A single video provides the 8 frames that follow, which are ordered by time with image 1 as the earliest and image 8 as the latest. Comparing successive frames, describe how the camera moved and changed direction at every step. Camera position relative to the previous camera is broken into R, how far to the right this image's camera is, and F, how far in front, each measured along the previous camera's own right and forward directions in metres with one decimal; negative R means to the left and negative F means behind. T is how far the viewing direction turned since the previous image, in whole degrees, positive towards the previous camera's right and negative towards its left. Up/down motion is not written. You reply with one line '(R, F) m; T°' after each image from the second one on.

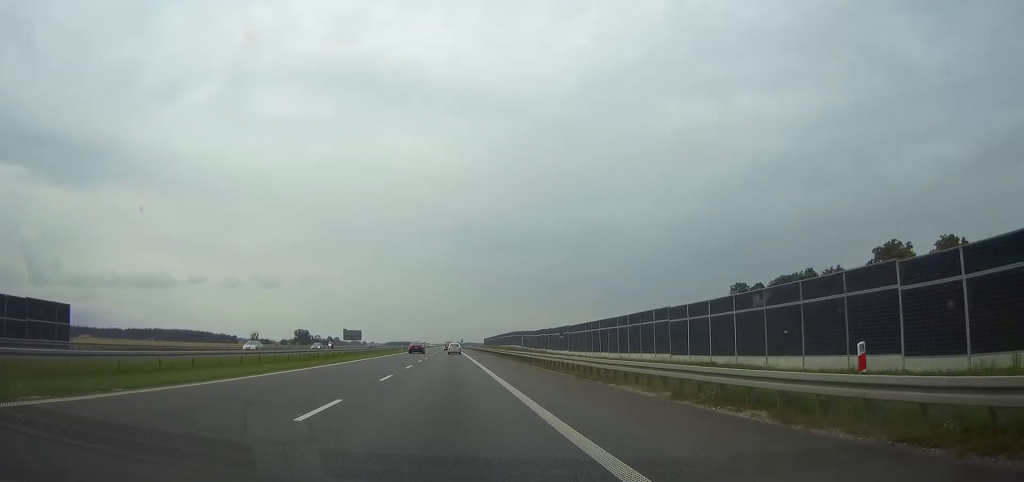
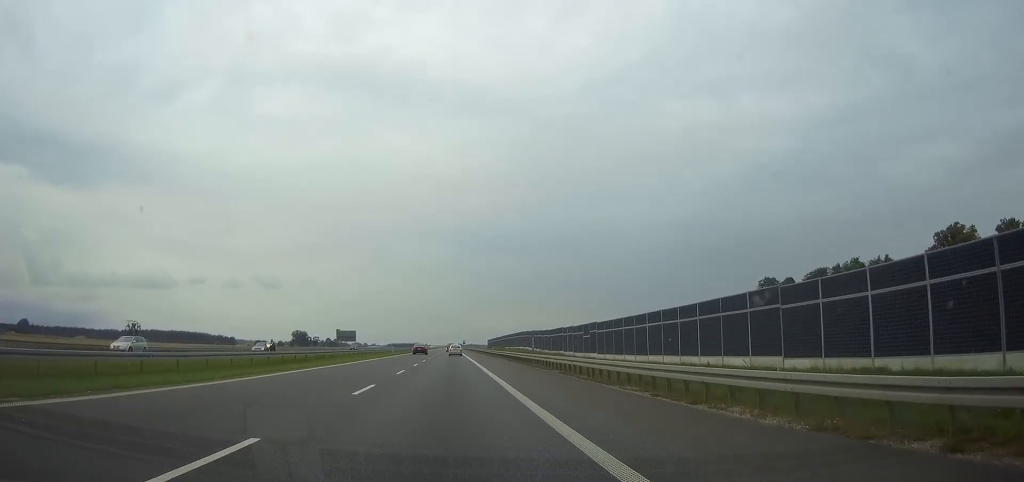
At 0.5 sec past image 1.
(0.0, +18.0) m; 0°
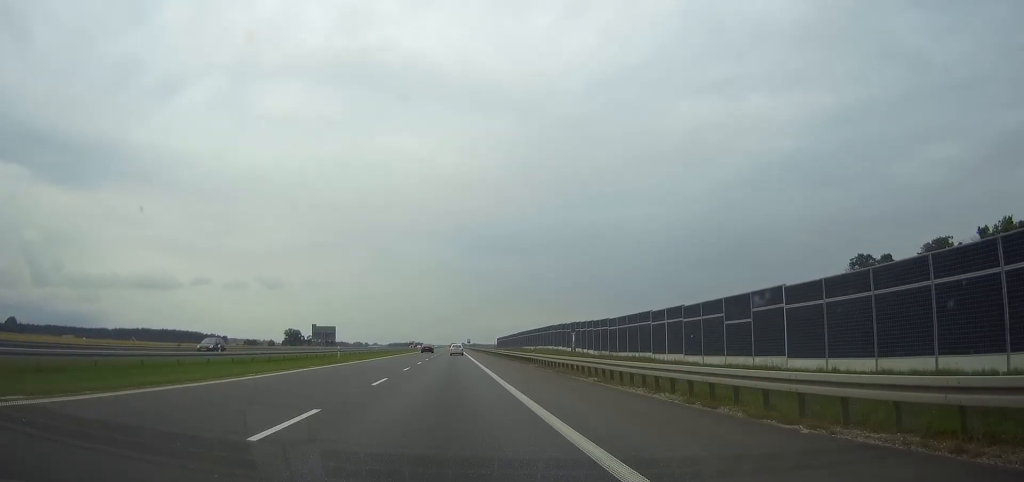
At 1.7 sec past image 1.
(0.0, +44.2) m; 0°
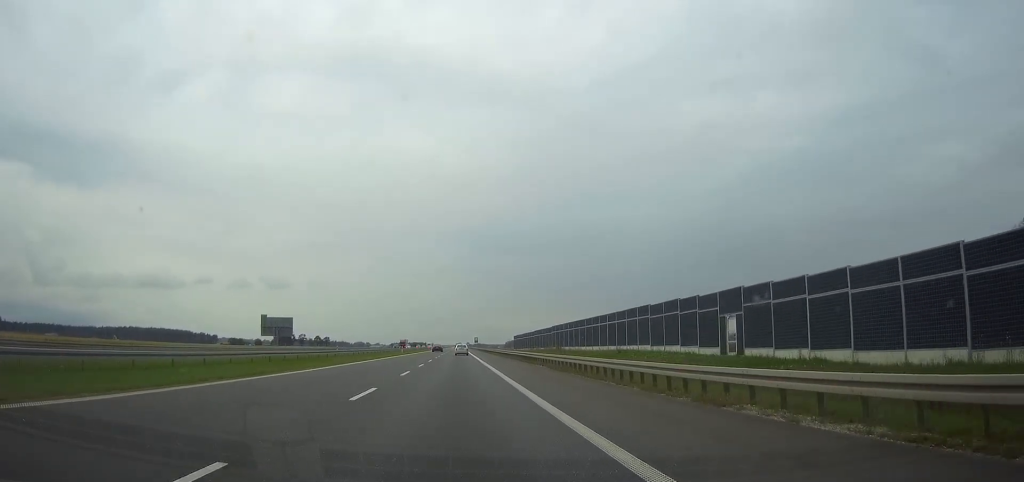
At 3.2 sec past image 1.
(-0.3, +53.6) m; 0°
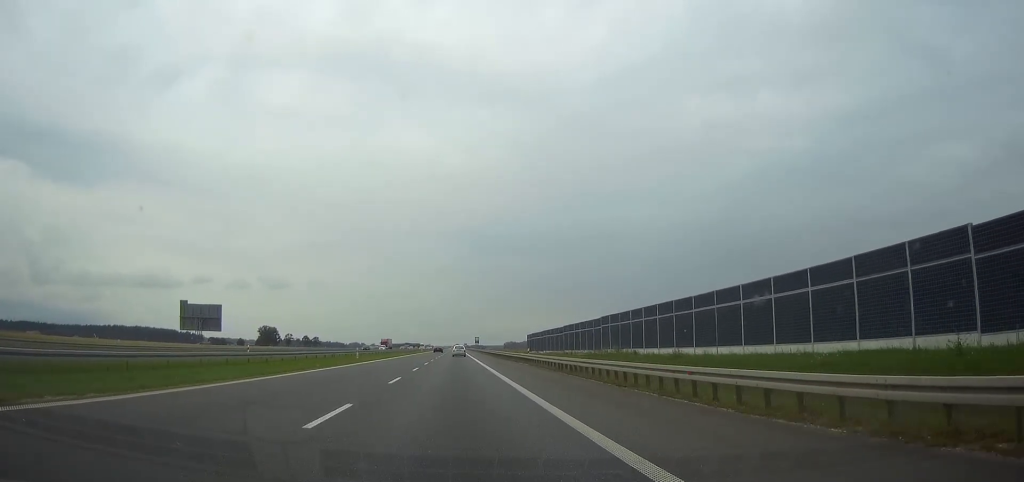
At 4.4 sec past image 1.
(-0.1, +40.5) m; 0°
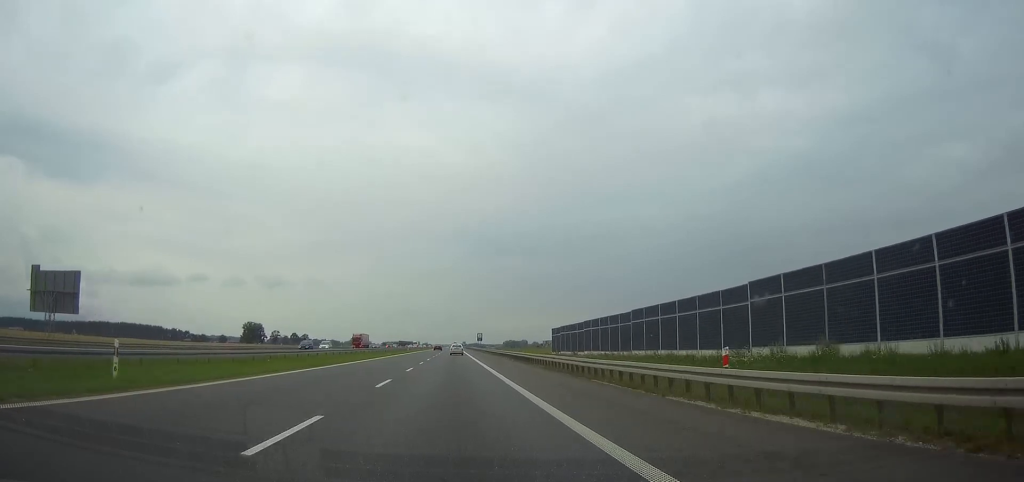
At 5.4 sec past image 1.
(+0.1, +38.2) m; 0°
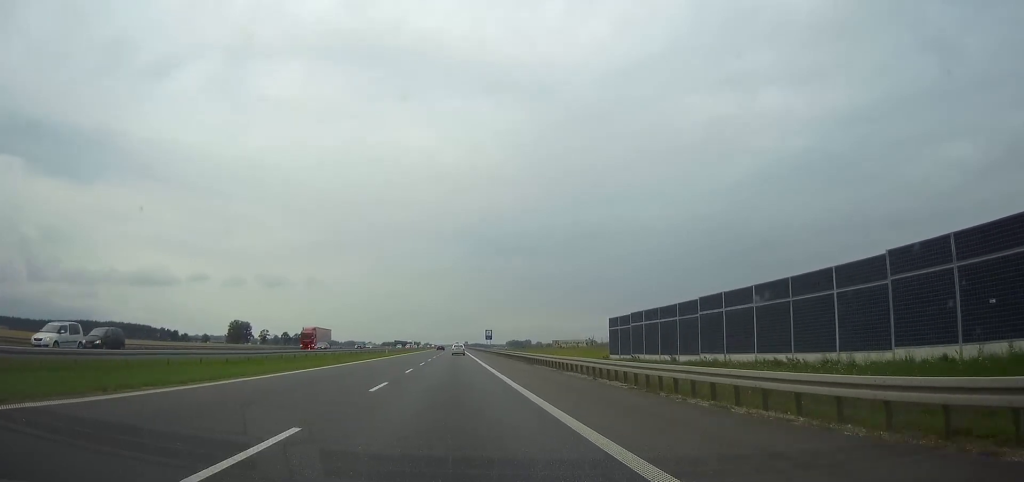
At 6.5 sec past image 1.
(0.0, +37.1) m; 0°
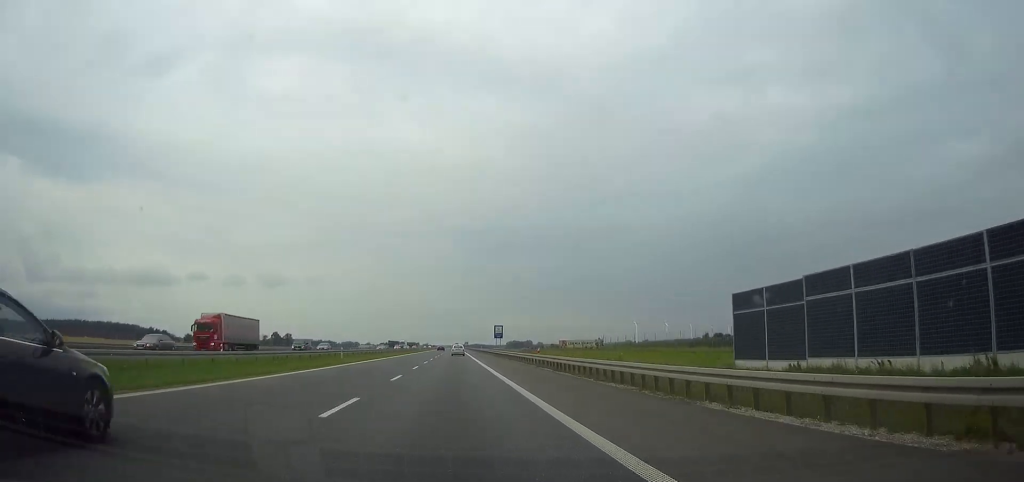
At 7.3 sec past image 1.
(0.0, +30.1) m; 0°
